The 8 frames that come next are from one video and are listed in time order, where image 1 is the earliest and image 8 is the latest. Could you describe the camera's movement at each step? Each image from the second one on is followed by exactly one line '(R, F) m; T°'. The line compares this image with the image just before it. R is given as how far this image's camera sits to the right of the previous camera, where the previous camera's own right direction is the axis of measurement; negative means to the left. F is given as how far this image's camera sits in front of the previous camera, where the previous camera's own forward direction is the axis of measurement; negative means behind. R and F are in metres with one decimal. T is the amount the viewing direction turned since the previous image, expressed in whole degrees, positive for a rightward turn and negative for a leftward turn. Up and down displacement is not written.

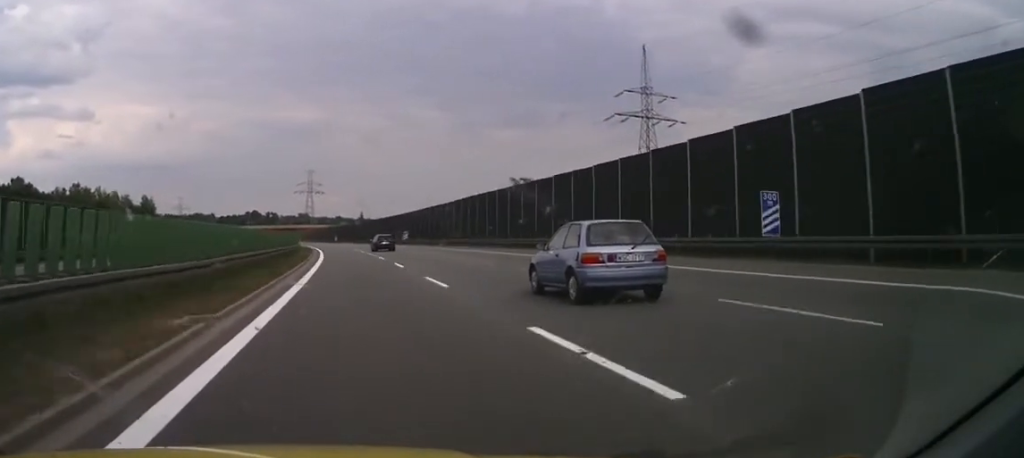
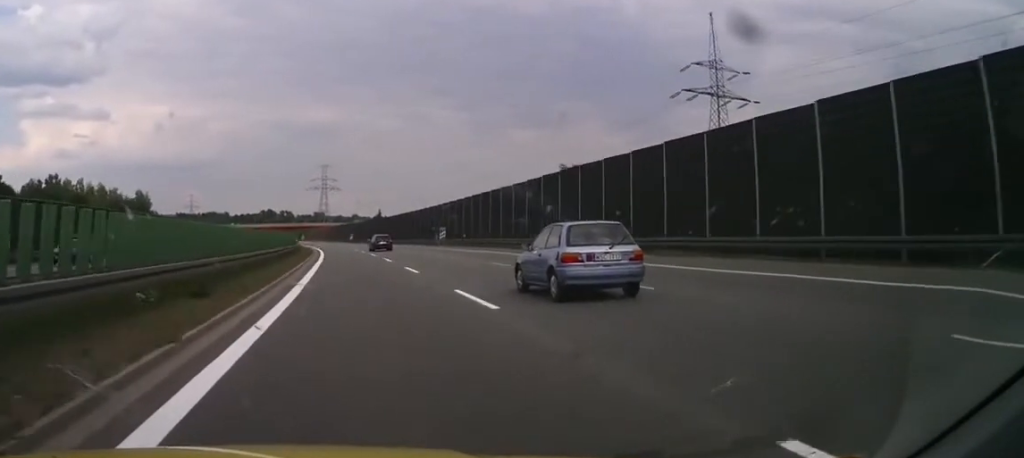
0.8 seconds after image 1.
(+0.1, +29.1) m; -2°
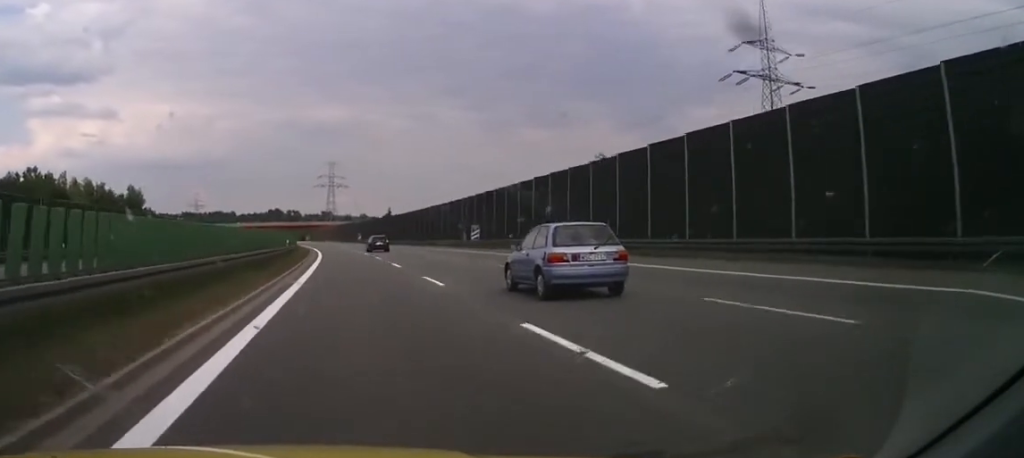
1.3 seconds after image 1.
(-0.4, +18.0) m; -2°
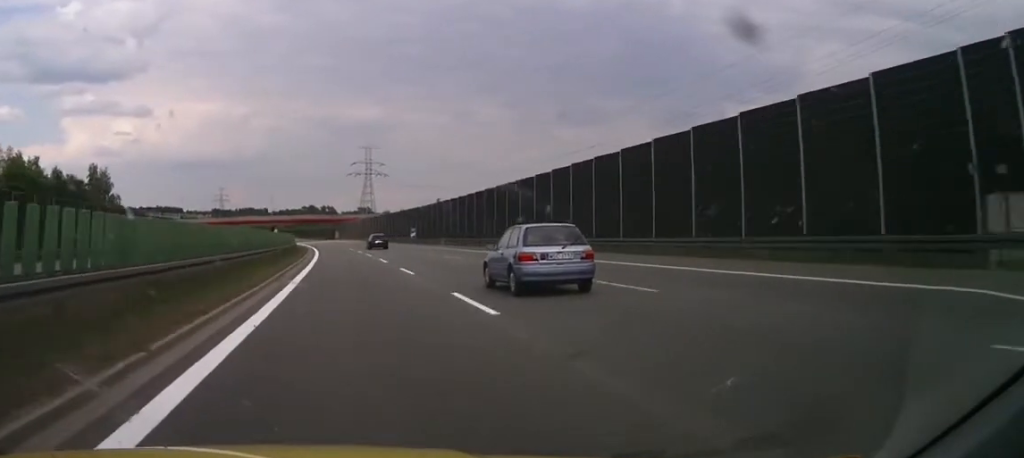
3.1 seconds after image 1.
(-3.7, +64.6) m; -6°
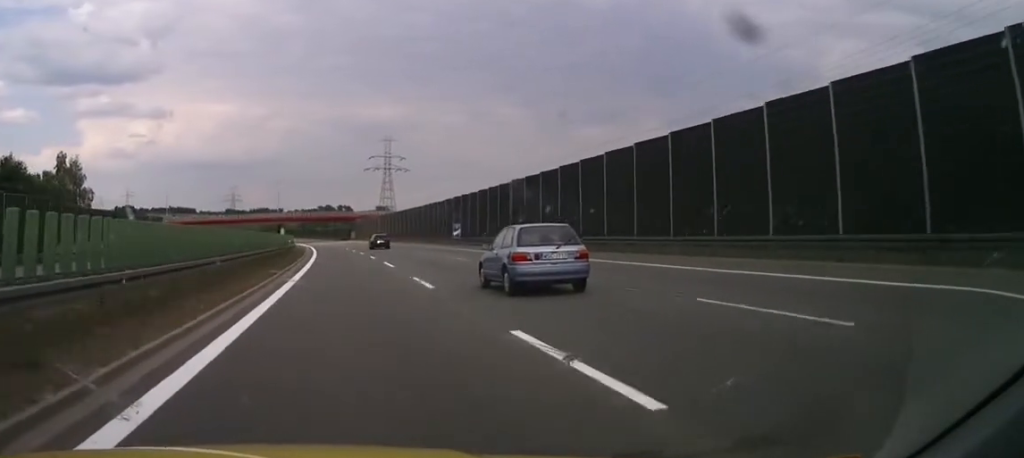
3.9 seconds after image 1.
(-0.4, +28.8) m; -2°
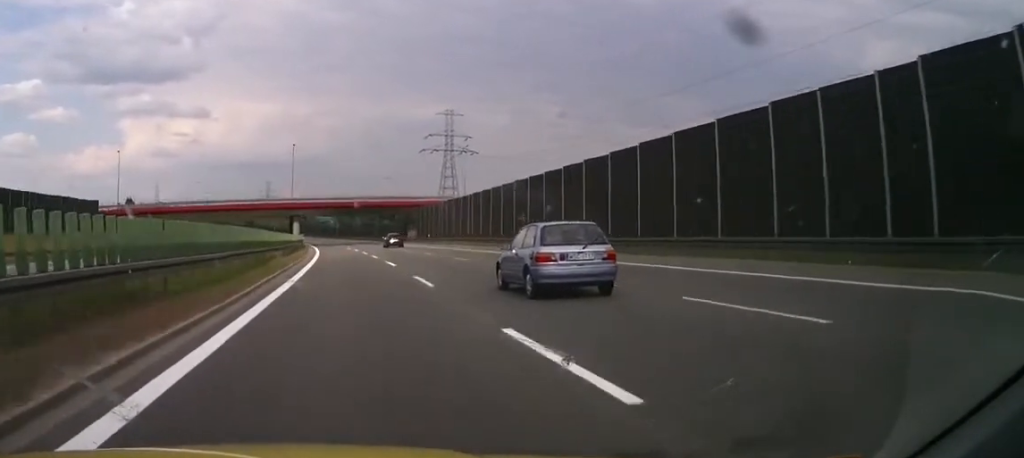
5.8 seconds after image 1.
(-2.7, +69.4) m; -5°
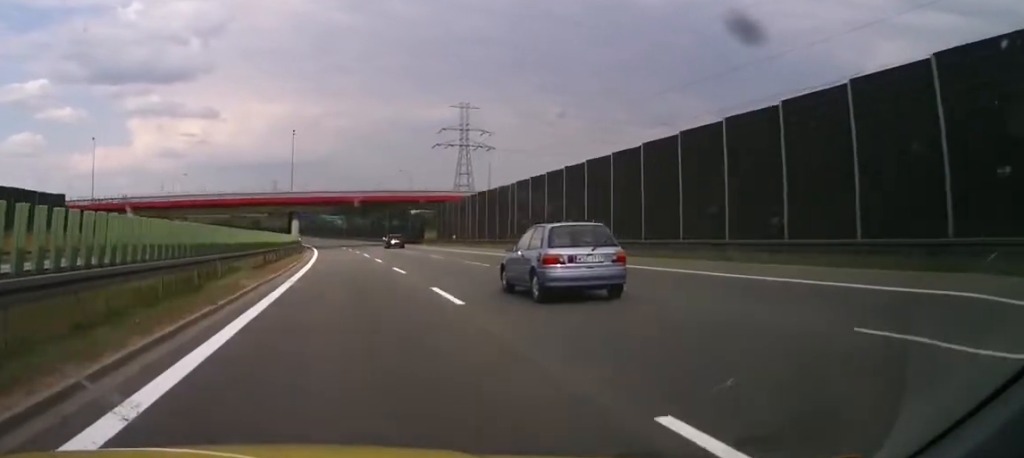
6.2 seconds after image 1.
(-0.3, +16.1) m; -1°
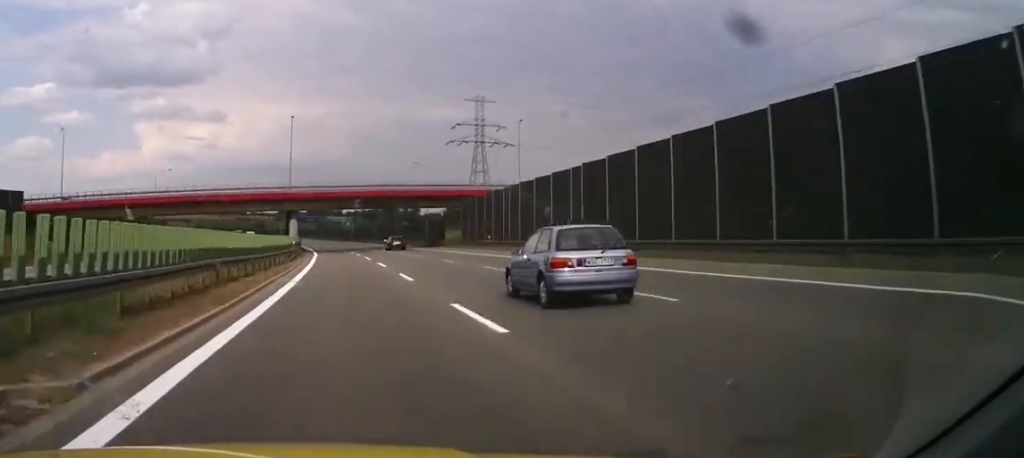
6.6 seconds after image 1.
(-0.3, +14.9) m; -1°
